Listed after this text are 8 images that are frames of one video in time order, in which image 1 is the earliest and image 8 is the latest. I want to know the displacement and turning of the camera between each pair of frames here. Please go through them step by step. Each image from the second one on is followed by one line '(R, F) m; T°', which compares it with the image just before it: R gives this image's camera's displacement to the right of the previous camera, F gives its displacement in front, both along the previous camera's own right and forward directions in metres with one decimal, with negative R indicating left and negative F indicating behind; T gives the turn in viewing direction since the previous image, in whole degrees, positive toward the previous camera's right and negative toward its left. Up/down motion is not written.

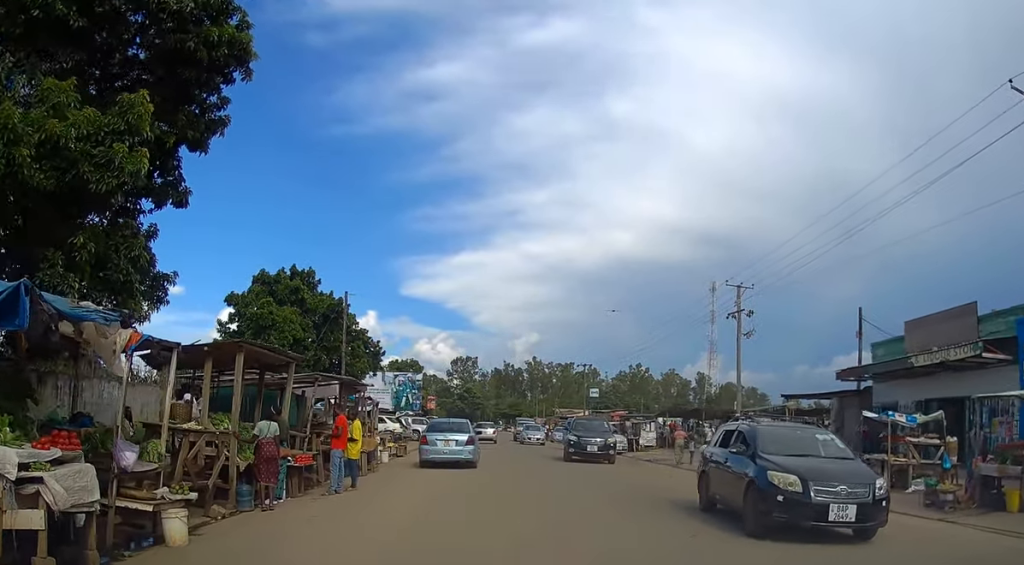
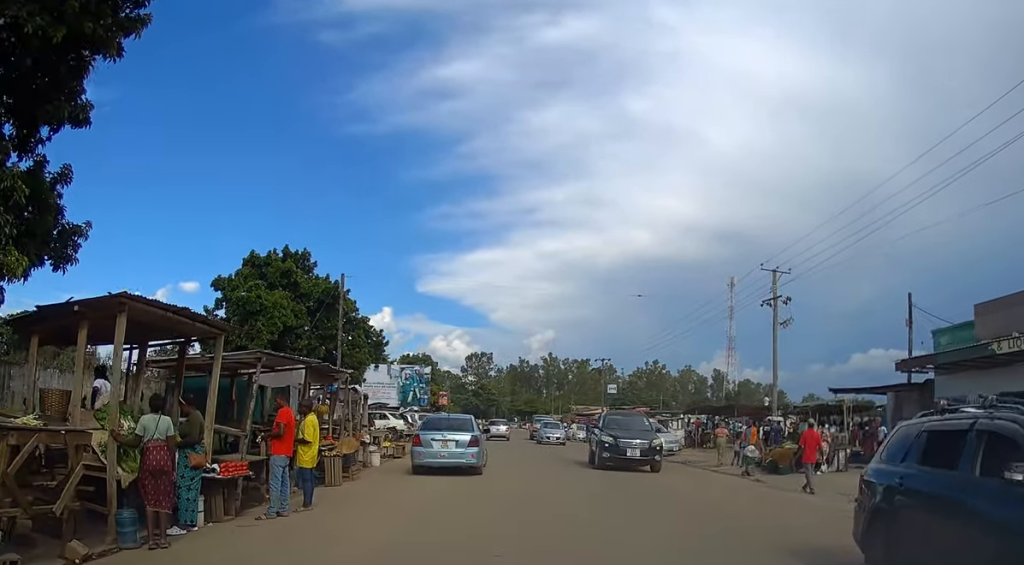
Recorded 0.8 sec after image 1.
(-0.2, +3.6) m; -2°
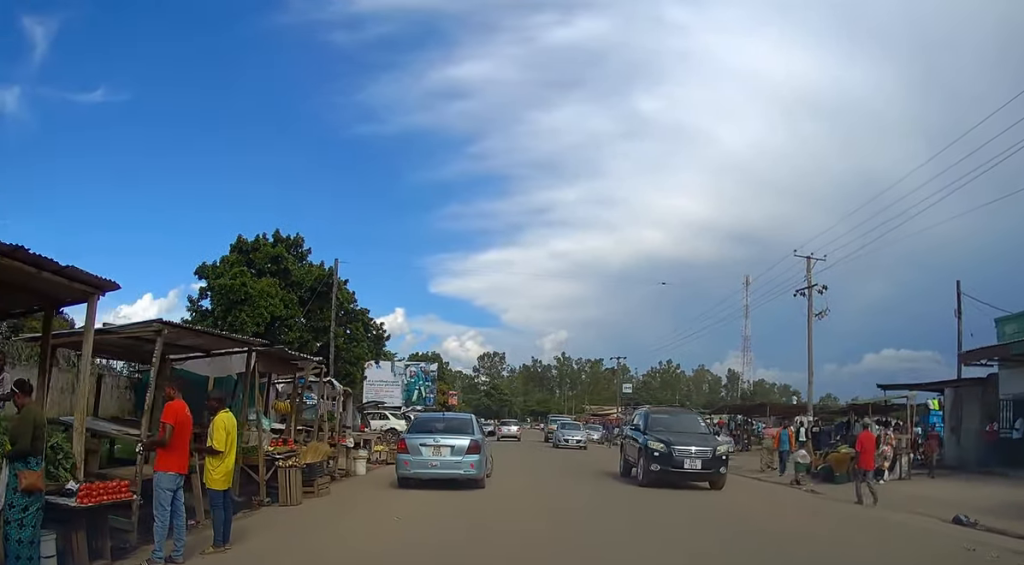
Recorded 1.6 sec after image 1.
(0.0, +3.3) m; 0°
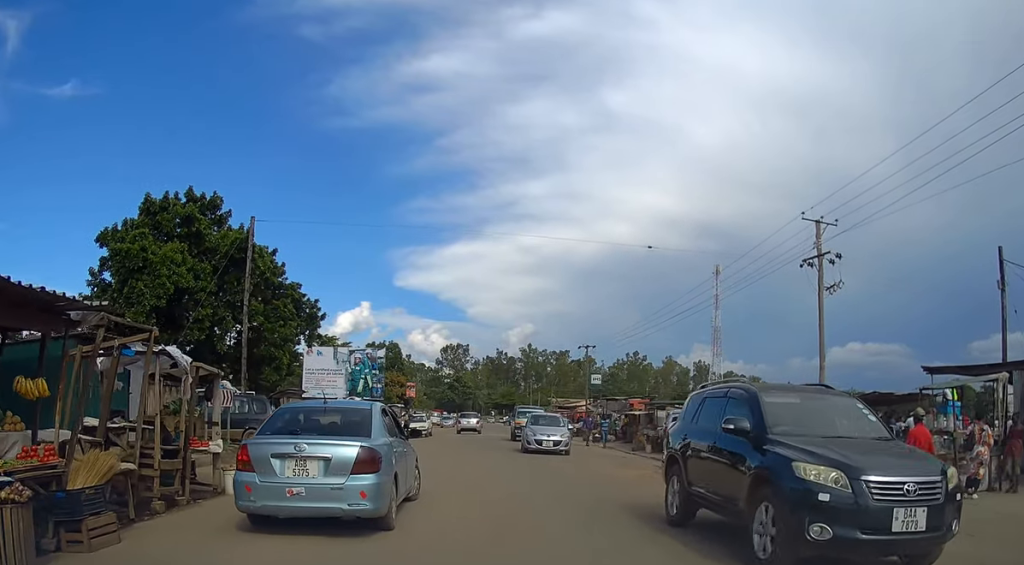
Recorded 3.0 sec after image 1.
(+0.1, +6.0) m; +2°
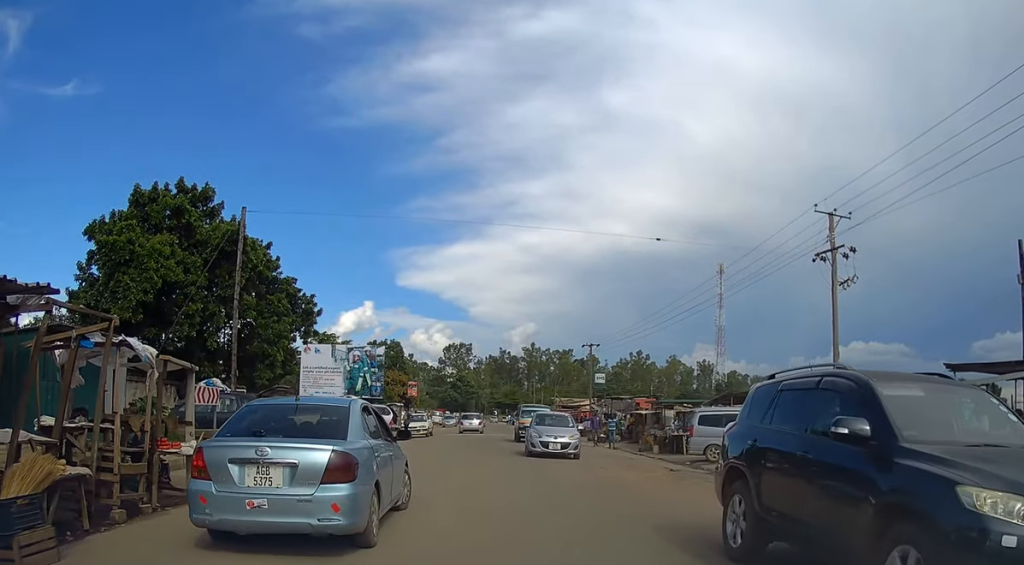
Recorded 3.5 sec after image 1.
(0.0, +1.1) m; +2°
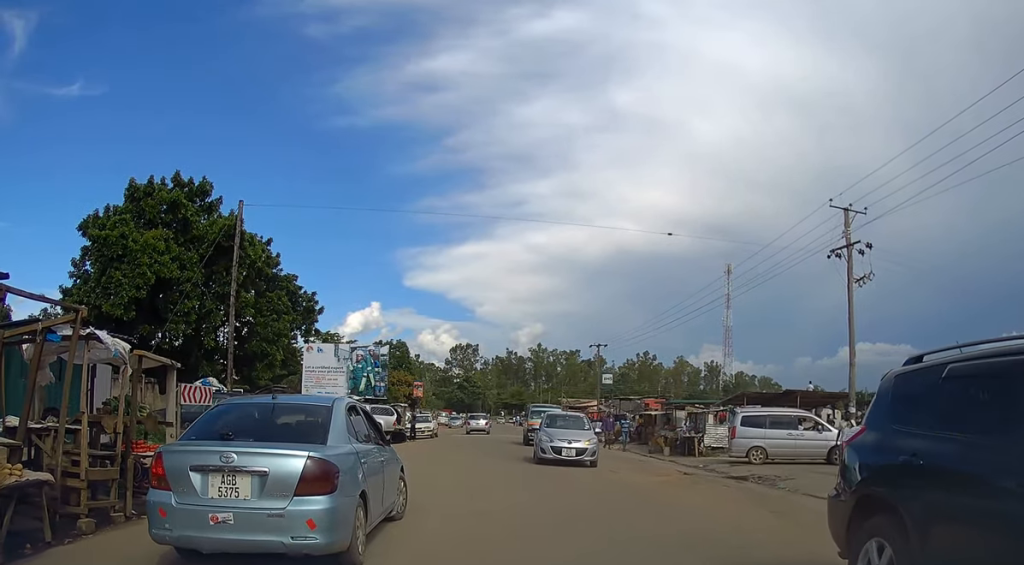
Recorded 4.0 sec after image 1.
(0.0, +1.4) m; +3°
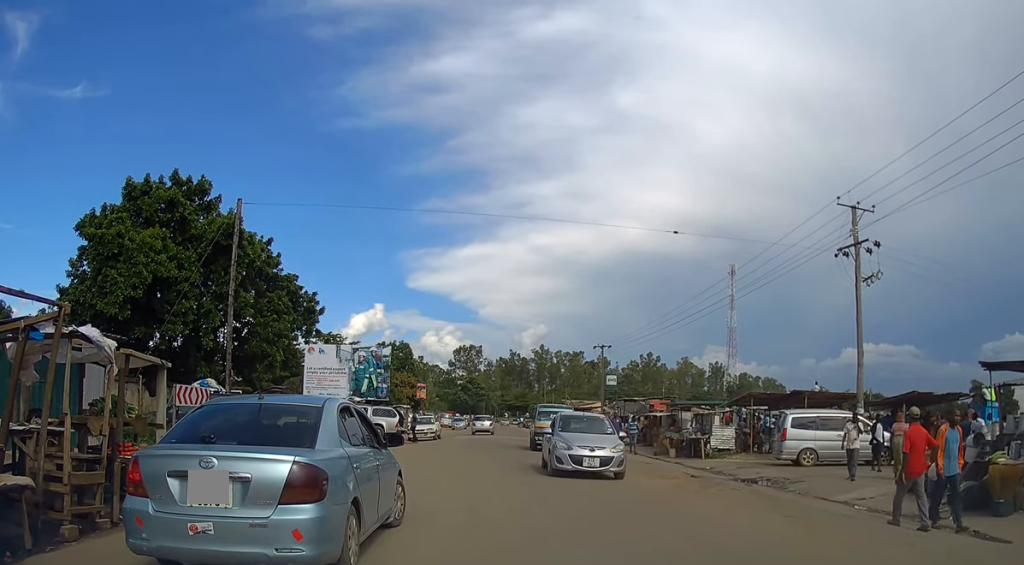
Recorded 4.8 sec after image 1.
(+0.1, +0.7) m; 0°
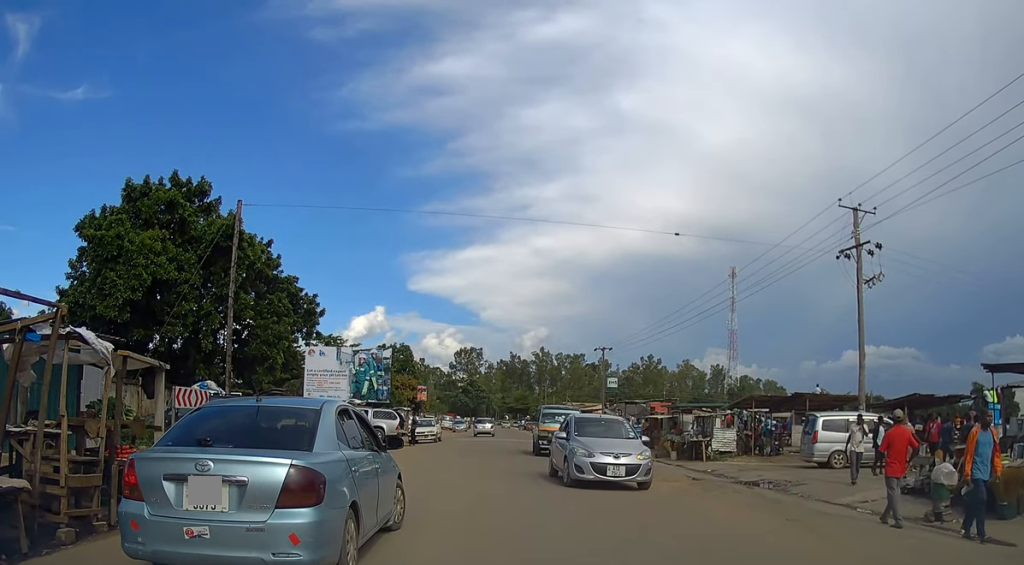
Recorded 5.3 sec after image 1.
(+0.1, +0.2) m; 0°
